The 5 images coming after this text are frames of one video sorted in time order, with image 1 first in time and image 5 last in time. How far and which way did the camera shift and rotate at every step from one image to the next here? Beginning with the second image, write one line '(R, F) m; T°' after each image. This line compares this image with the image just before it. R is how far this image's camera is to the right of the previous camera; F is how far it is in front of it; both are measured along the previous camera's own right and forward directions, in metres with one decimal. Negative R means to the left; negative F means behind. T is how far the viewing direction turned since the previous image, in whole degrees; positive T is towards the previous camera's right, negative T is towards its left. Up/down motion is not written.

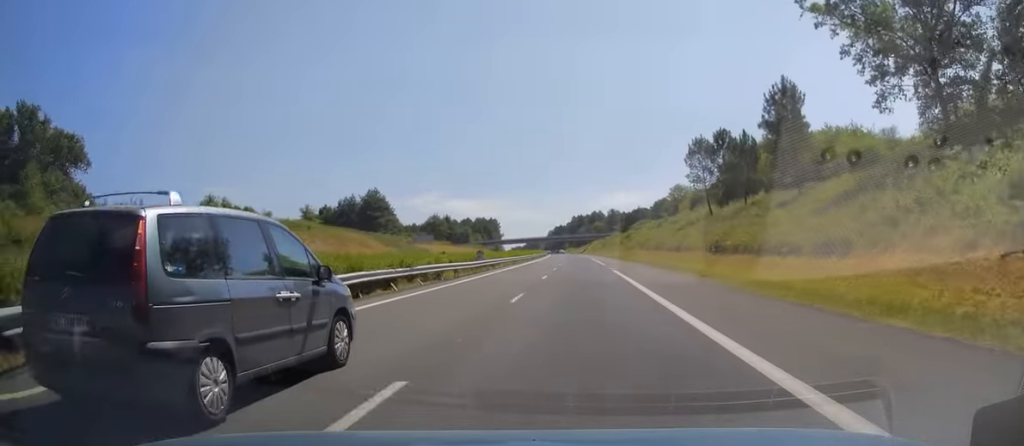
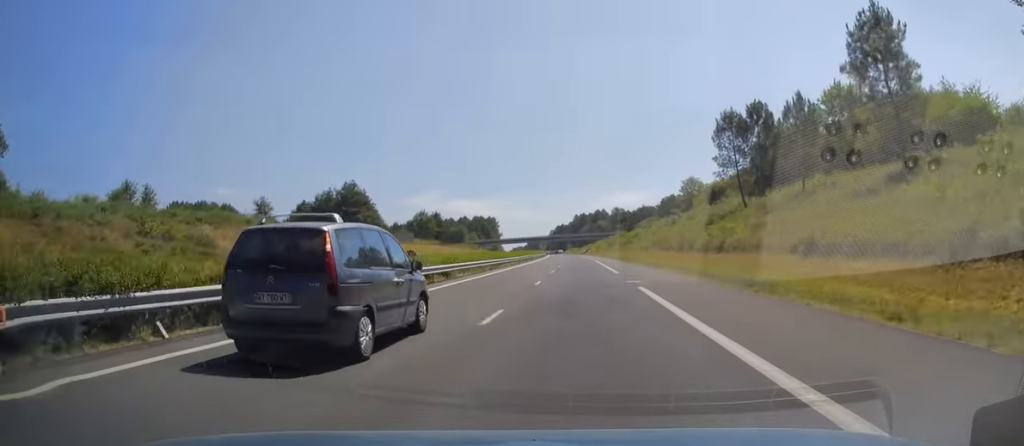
(-0.2, +18.0) m; -1°
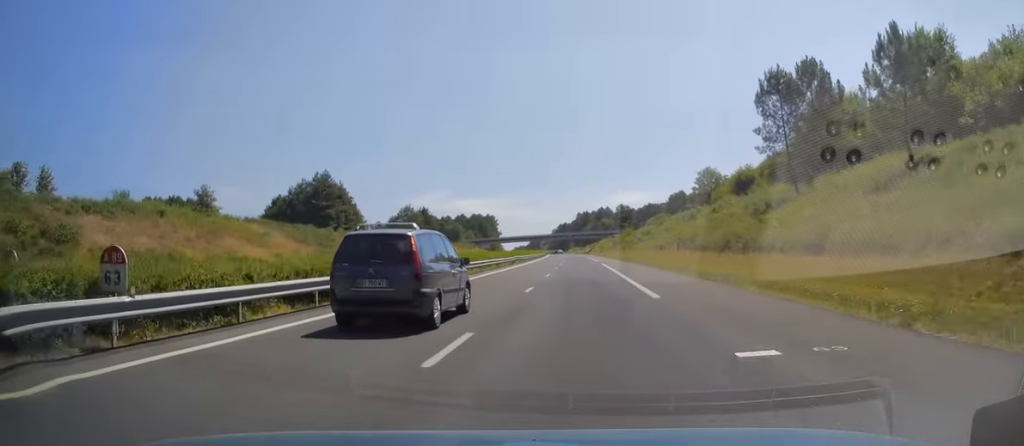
(-0.1, +17.5) m; 0°
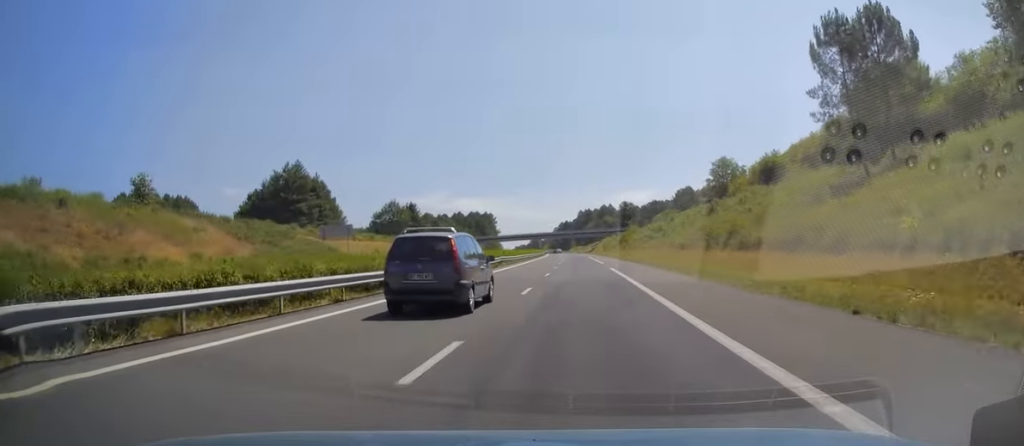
(0.0, +14.0) m; 0°
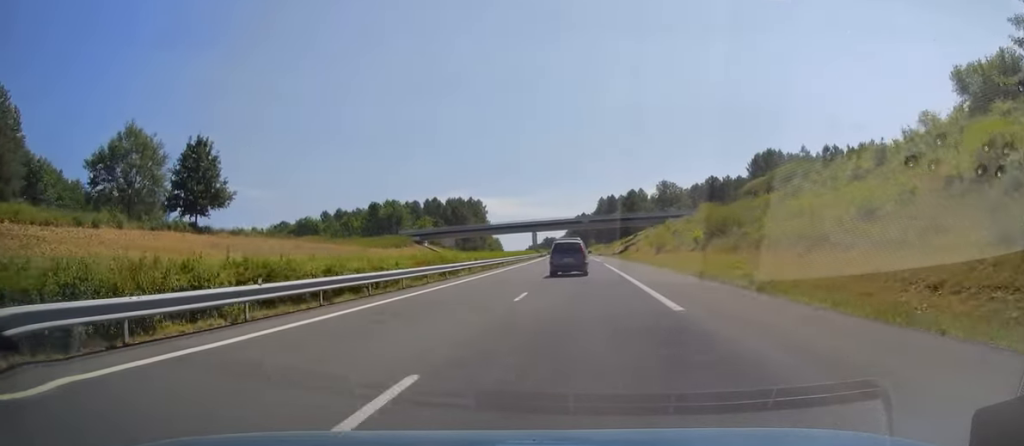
(-0.8, +93.5) m; -2°
